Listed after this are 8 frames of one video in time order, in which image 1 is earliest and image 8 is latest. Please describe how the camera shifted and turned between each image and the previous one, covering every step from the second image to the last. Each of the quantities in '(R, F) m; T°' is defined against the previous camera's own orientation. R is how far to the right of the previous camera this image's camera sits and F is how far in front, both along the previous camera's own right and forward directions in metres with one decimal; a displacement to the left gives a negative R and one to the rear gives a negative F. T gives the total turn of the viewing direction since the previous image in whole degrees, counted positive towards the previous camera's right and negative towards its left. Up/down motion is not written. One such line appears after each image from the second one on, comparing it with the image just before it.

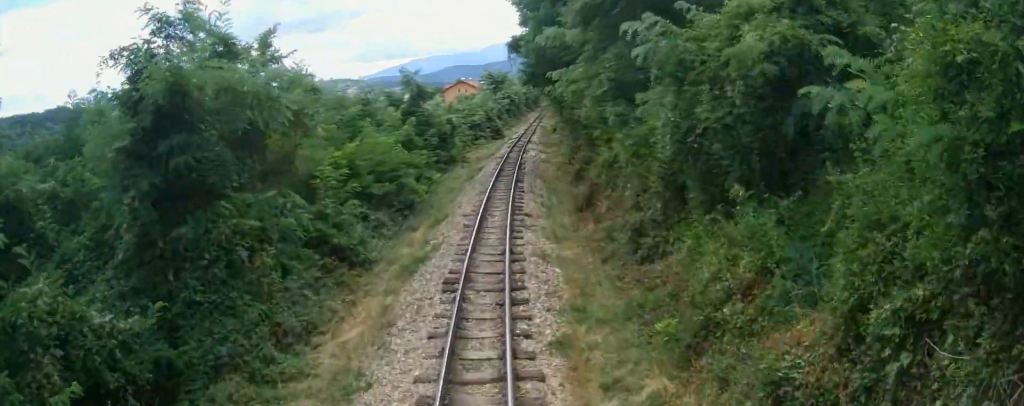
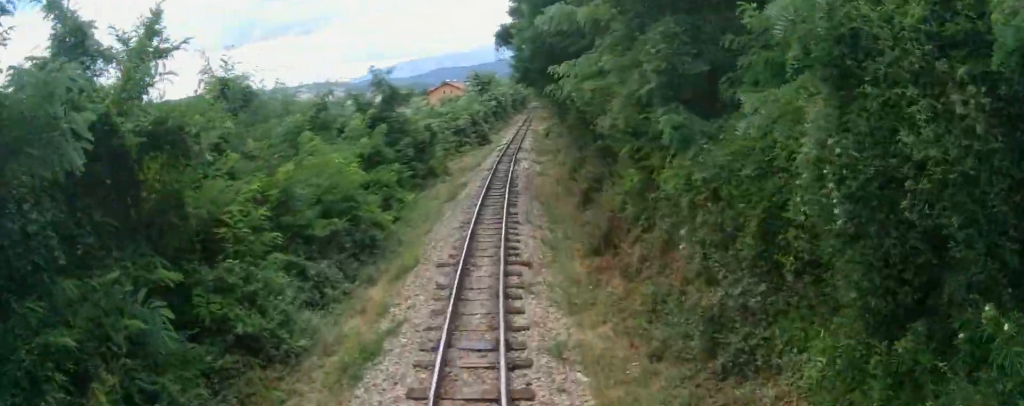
(0.0, +5.1) m; +1°
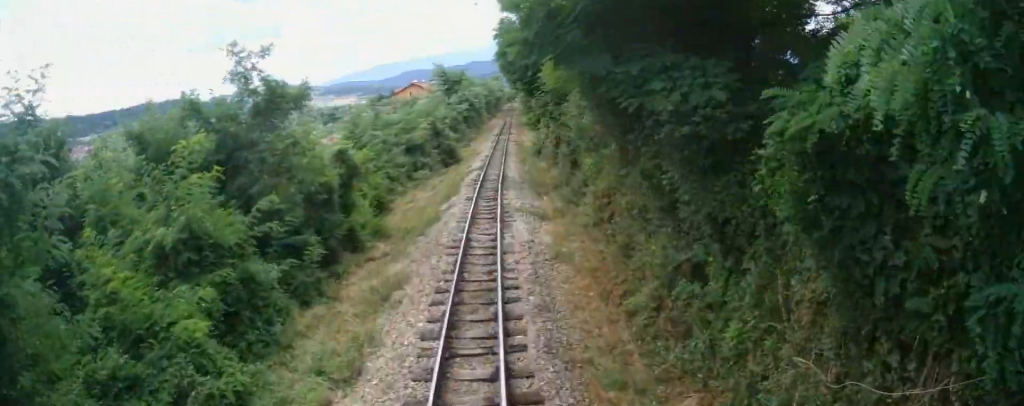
(+0.5, +14.9) m; +1°
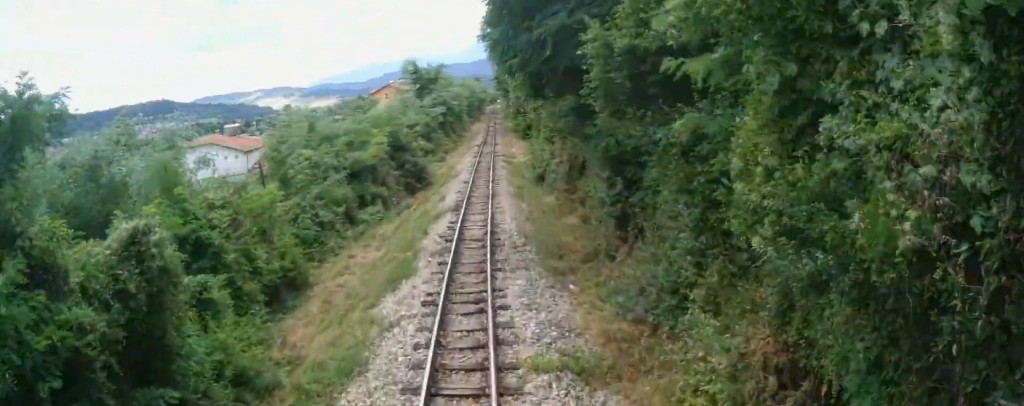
(0.0, +10.7) m; 0°
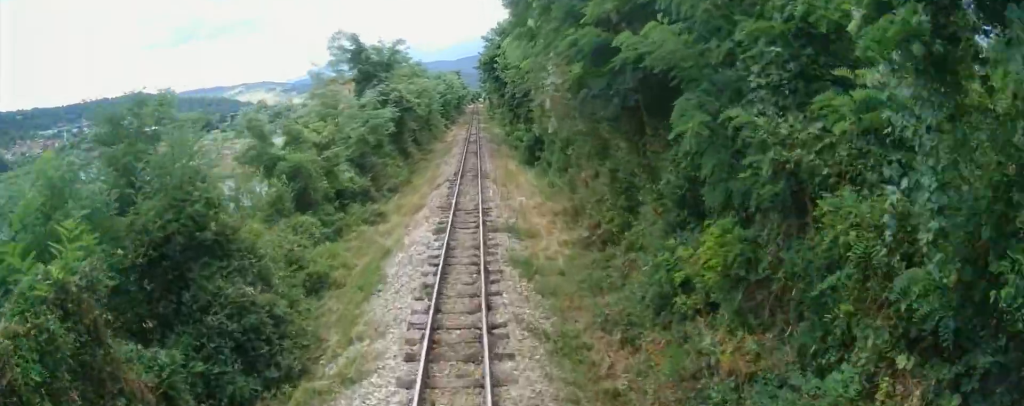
(+0.8, +21.2) m; +5°
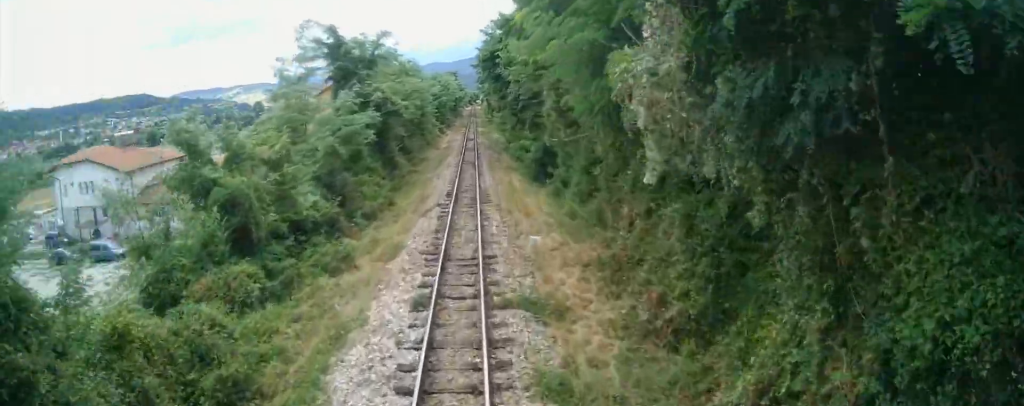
(+0.1, +5.5) m; +1°
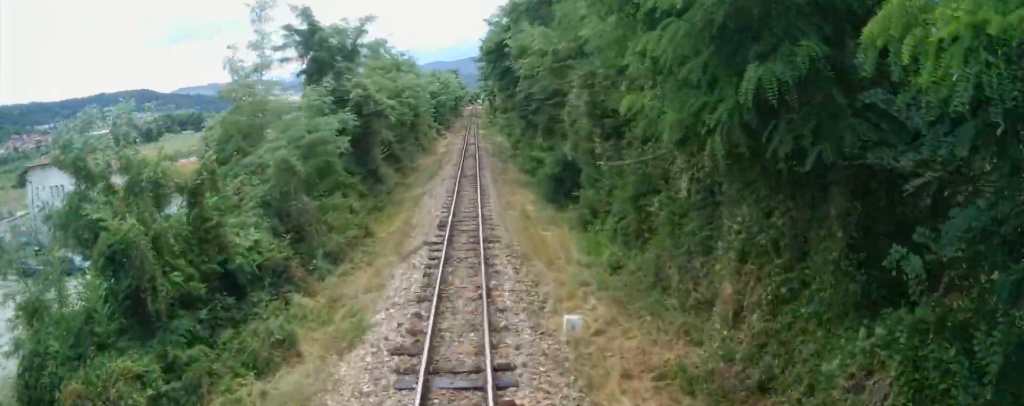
(0.0, +5.5) m; +1°
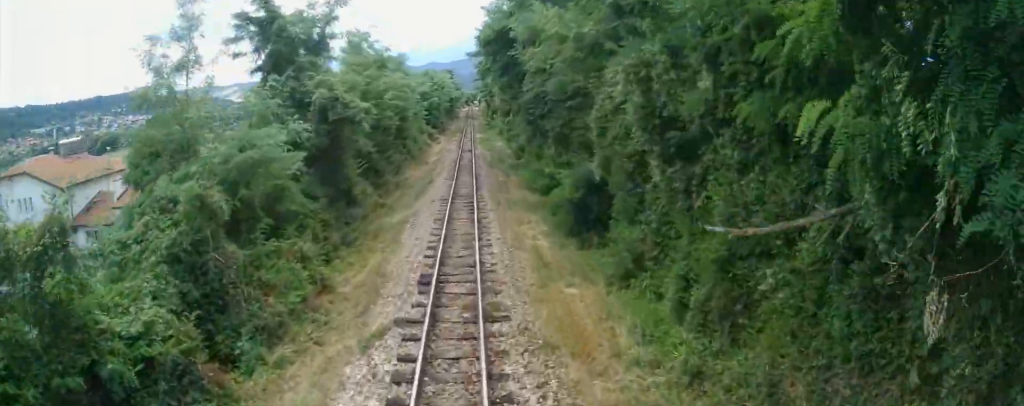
(0.0, +5.1) m; 0°
